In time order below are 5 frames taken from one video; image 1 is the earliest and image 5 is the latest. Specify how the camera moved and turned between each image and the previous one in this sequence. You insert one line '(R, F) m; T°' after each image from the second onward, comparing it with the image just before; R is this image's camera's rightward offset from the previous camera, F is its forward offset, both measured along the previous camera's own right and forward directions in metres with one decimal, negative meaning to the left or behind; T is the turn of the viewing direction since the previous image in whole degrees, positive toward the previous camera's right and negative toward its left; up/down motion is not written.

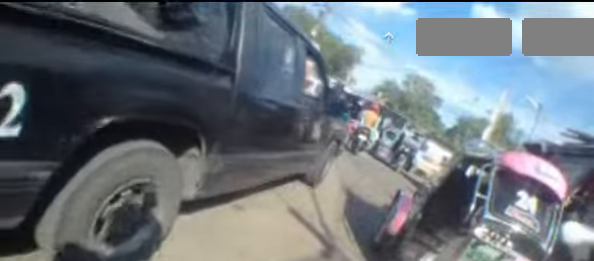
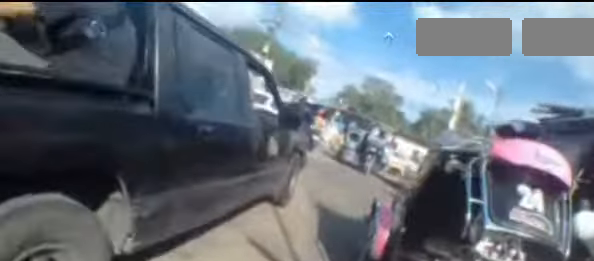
(-0.5, +1.6) m; 0°
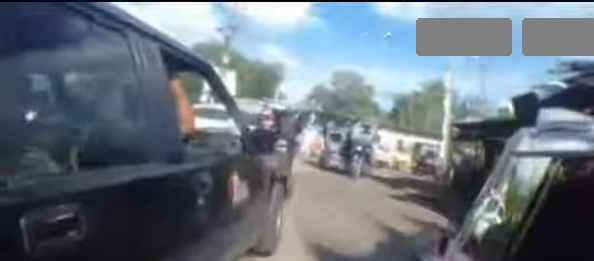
(-0.1, +0.9) m; 0°
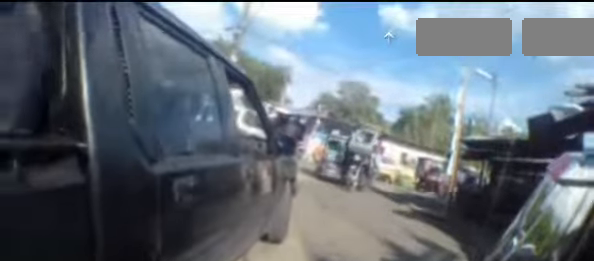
(+0.7, +0.8) m; 0°
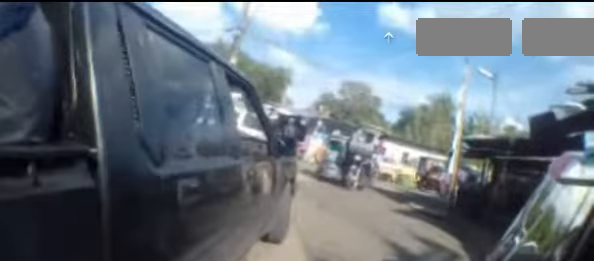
(+0.3, +0.3) m; 0°
